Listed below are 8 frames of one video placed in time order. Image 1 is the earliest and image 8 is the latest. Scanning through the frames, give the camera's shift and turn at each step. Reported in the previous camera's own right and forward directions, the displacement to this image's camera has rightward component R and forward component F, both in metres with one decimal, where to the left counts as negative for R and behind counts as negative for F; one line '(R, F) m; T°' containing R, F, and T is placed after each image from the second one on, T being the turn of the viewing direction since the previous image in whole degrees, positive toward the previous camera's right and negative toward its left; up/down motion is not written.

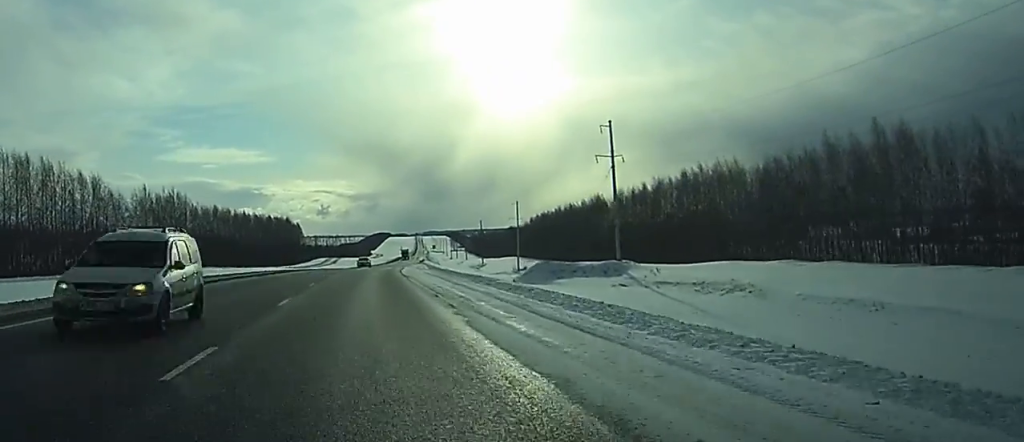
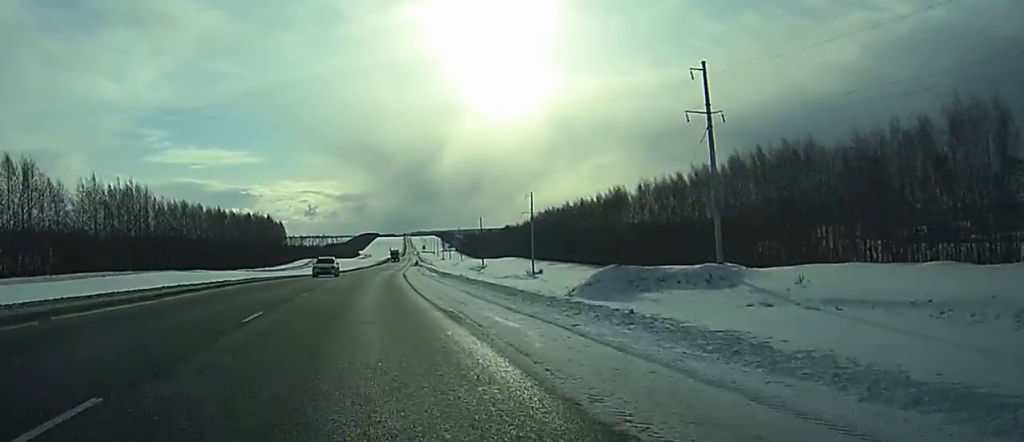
(-0.2, +28.0) m; 0°
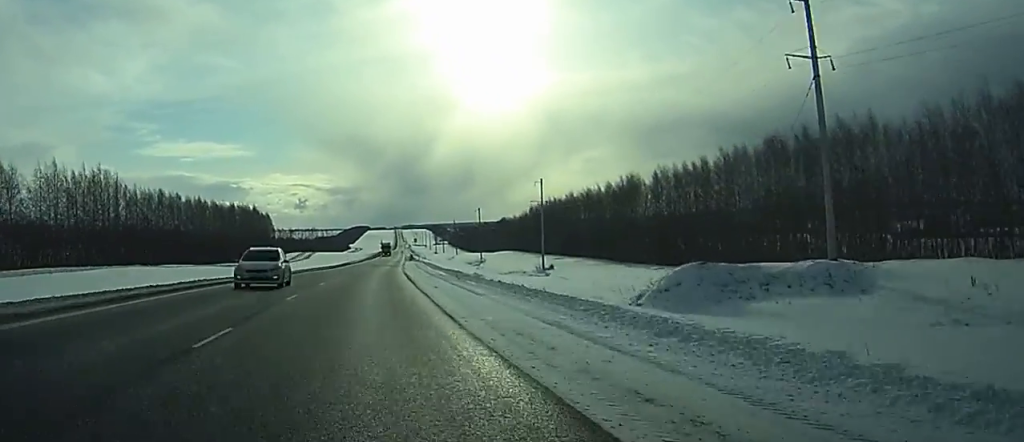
(0.0, +16.4) m; 0°
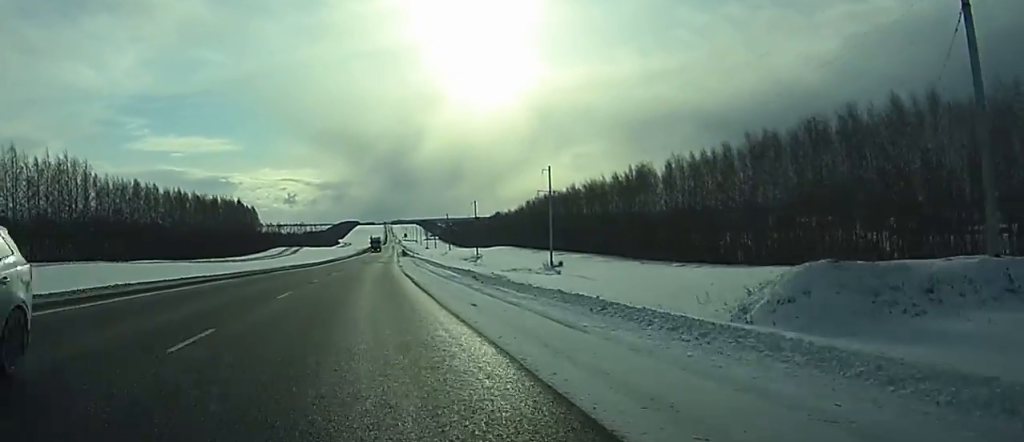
(0.0, +13.5) m; 0°
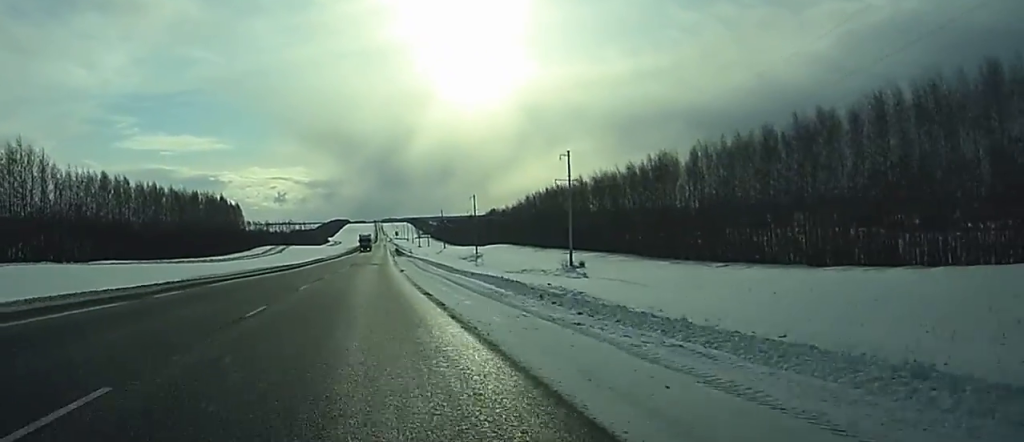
(+0.1, +17.4) m; +1°
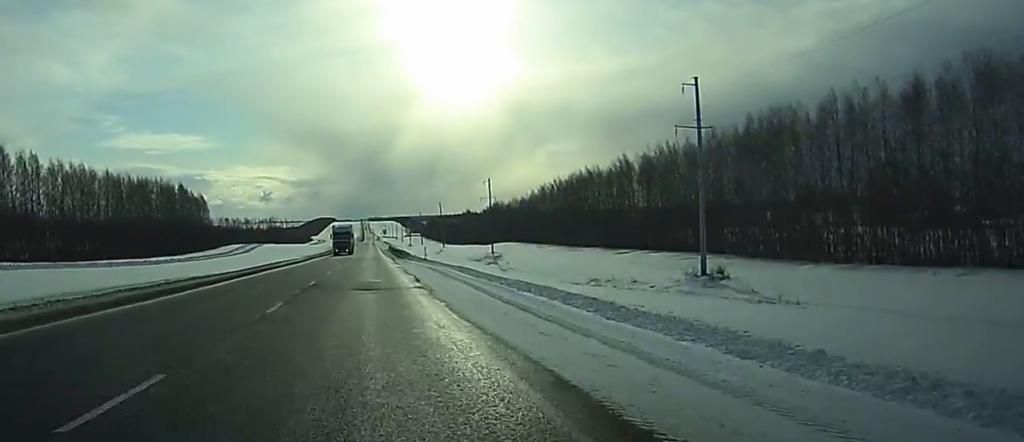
(+0.8, +46.7) m; +2°
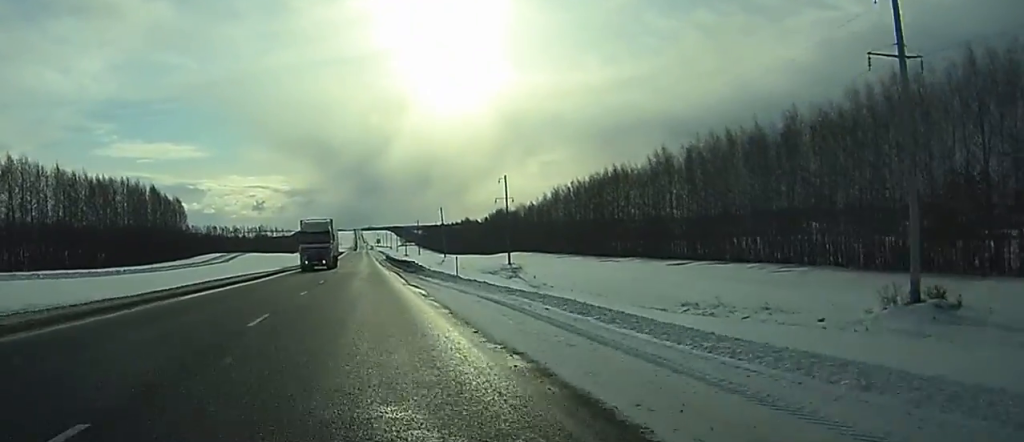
(+0.2, +26.4) m; +1°
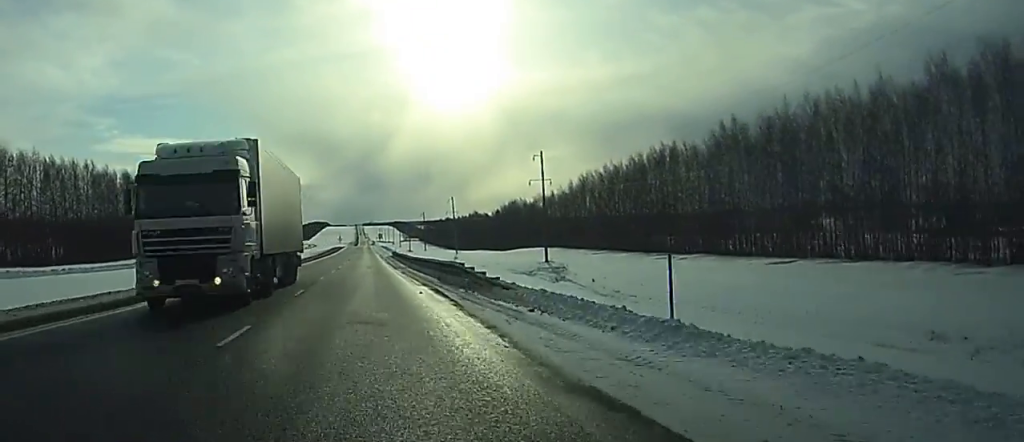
(+0.2, +27.6) m; 0°
